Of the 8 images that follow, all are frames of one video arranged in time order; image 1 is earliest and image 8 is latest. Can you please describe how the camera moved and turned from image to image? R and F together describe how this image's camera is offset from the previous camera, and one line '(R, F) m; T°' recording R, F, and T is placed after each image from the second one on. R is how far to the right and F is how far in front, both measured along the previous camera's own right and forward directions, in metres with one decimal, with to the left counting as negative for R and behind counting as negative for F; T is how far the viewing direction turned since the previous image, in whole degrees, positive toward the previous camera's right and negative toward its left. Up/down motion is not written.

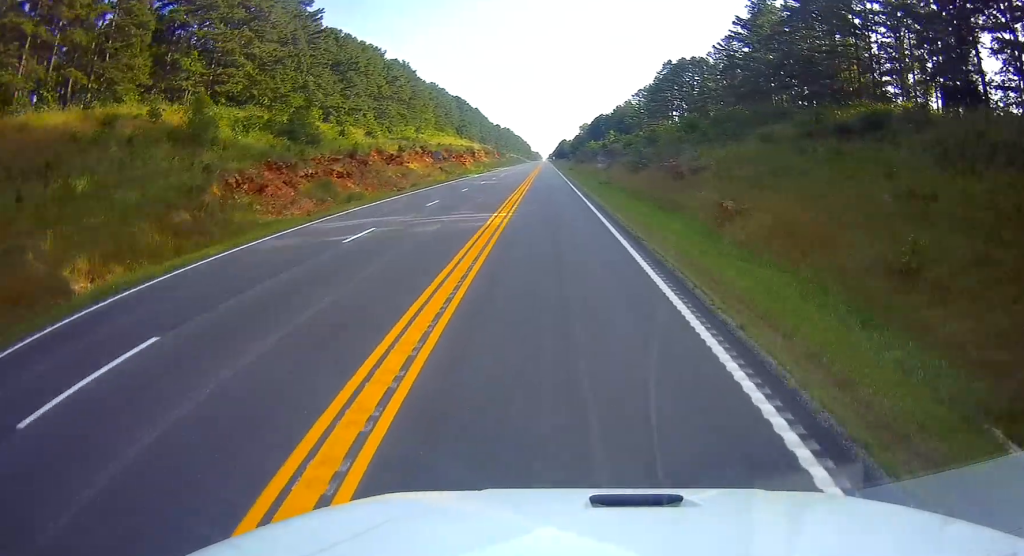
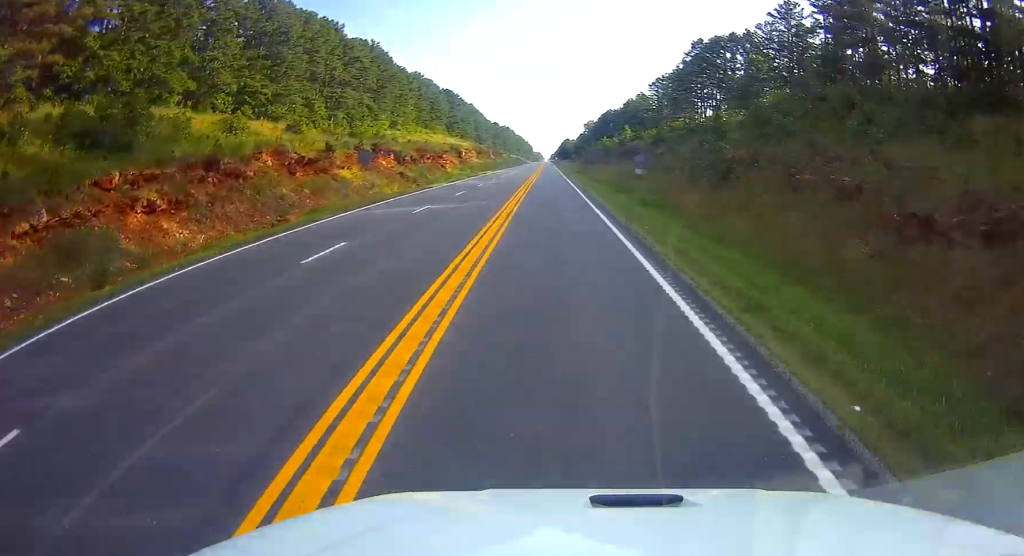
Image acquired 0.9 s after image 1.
(0.0, +27.3) m; -1°
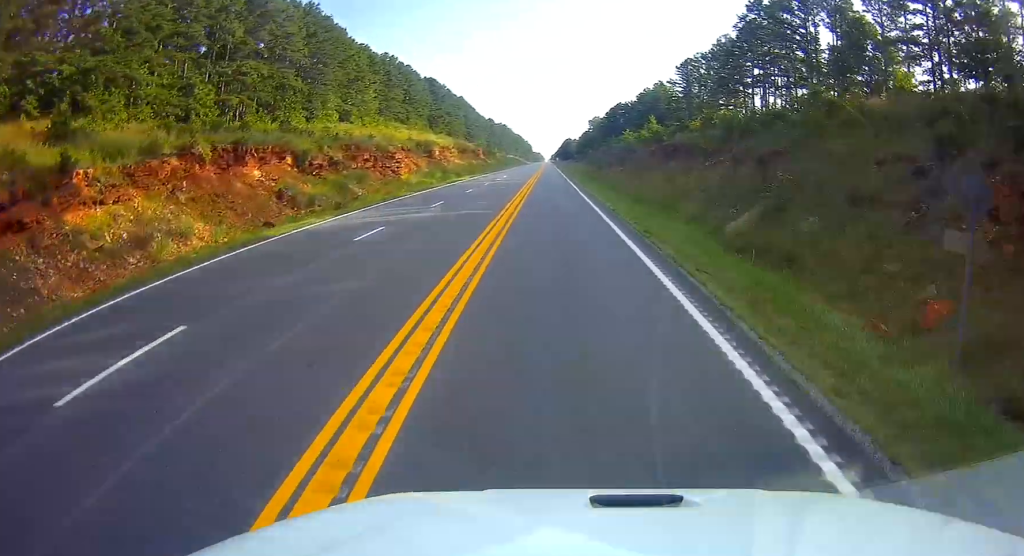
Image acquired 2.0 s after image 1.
(-0.5, +32.4) m; 0°
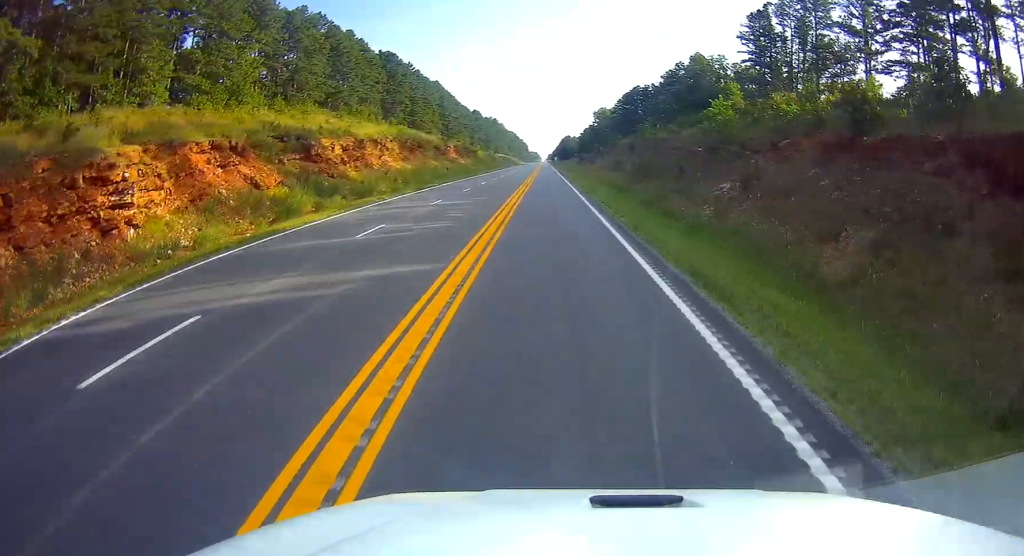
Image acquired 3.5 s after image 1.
(+0.8, +47.4) m; +1°
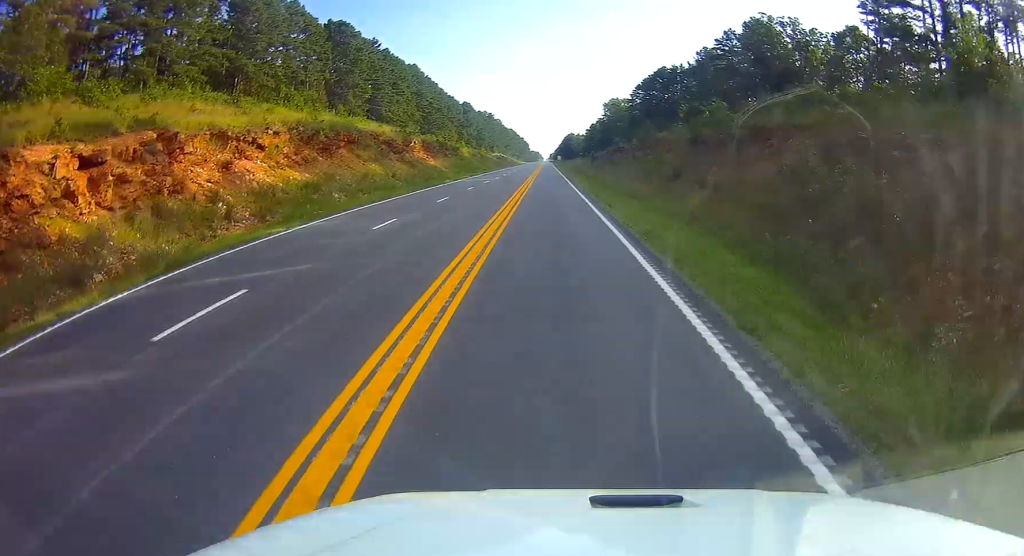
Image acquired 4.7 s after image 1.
(0.0, +34.3) m; 0°
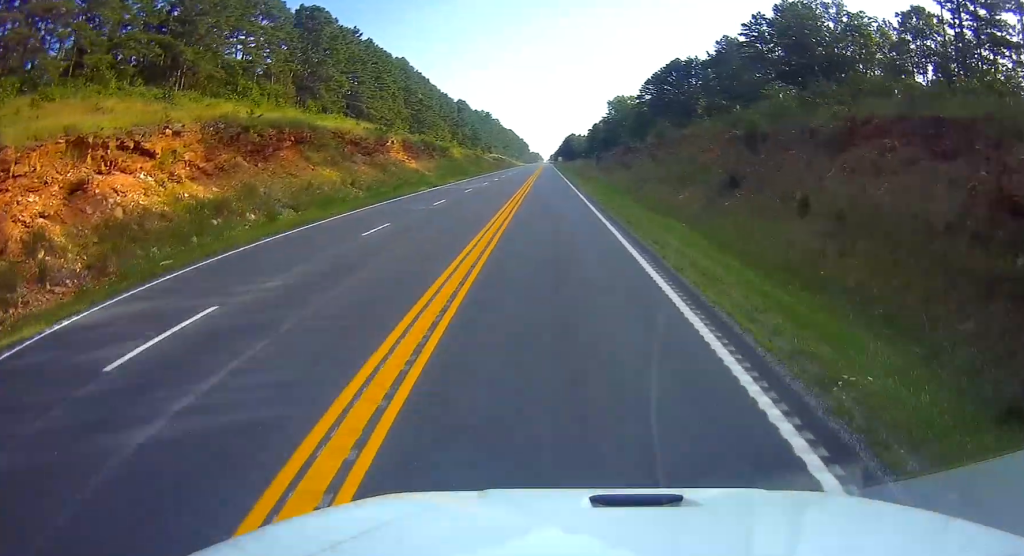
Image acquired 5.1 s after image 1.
(0.0, +13.1) m; 0°
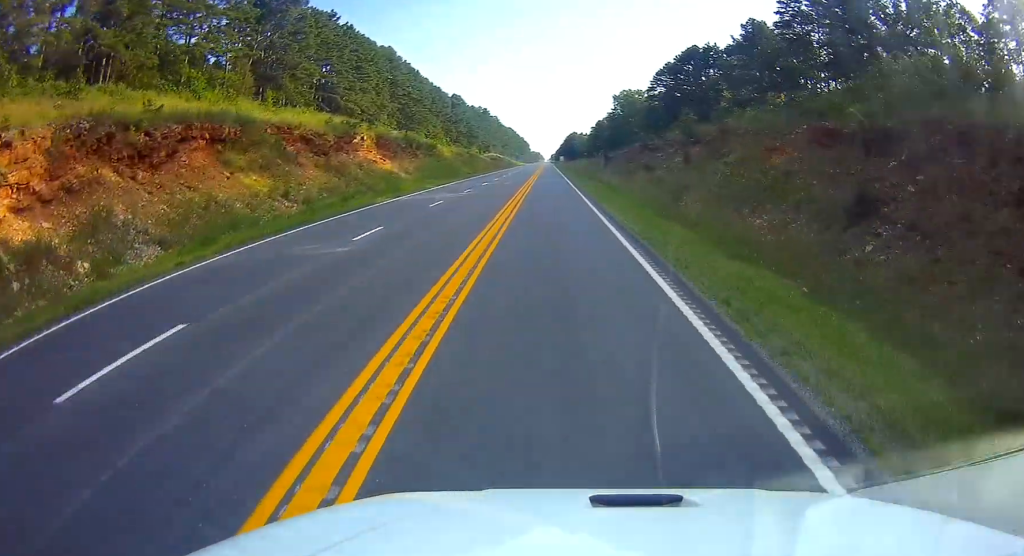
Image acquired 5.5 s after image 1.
(0.0, +13.1) m; 0°
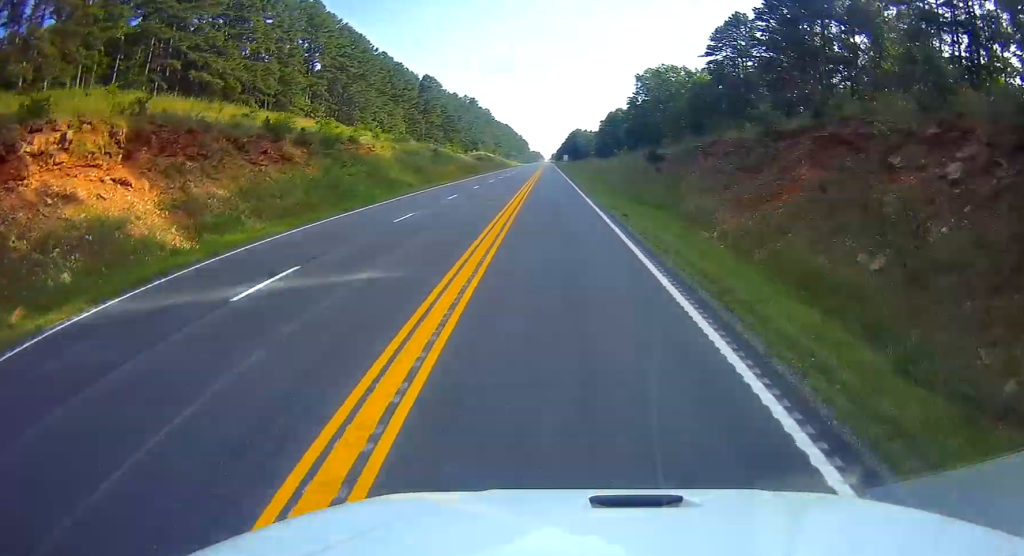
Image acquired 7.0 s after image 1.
(-0.1, +43.4) m; 0°
